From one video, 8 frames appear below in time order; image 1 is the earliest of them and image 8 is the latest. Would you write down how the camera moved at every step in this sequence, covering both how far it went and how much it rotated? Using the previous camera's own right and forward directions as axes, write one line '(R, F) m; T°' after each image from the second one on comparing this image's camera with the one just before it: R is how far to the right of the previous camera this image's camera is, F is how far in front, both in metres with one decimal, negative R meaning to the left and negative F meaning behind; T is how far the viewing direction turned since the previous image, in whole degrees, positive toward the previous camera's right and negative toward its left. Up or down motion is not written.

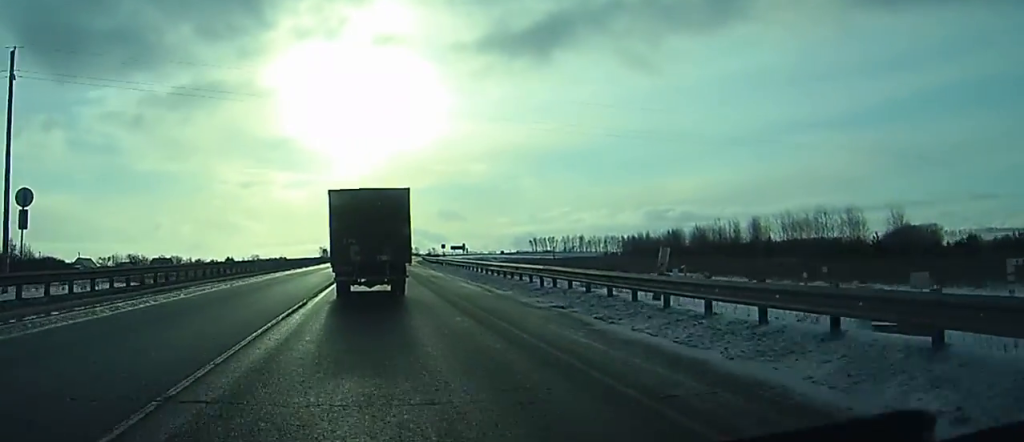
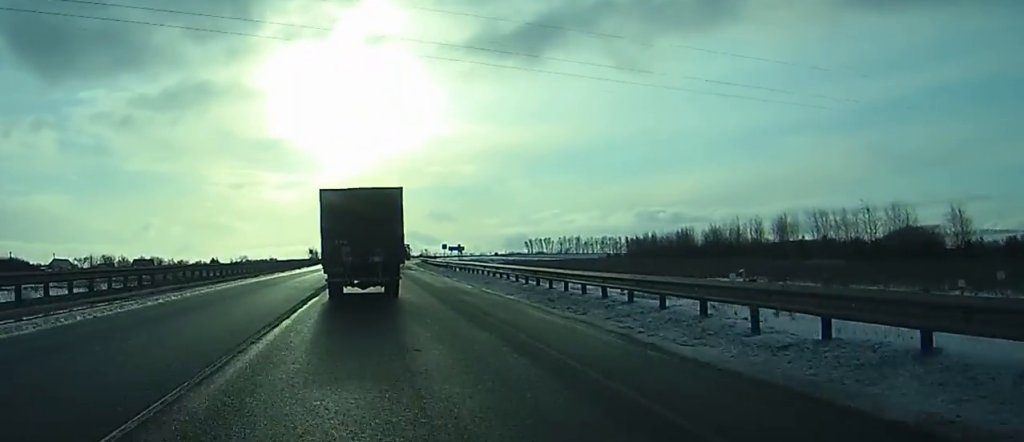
(0.0, +15.6) m; 0°
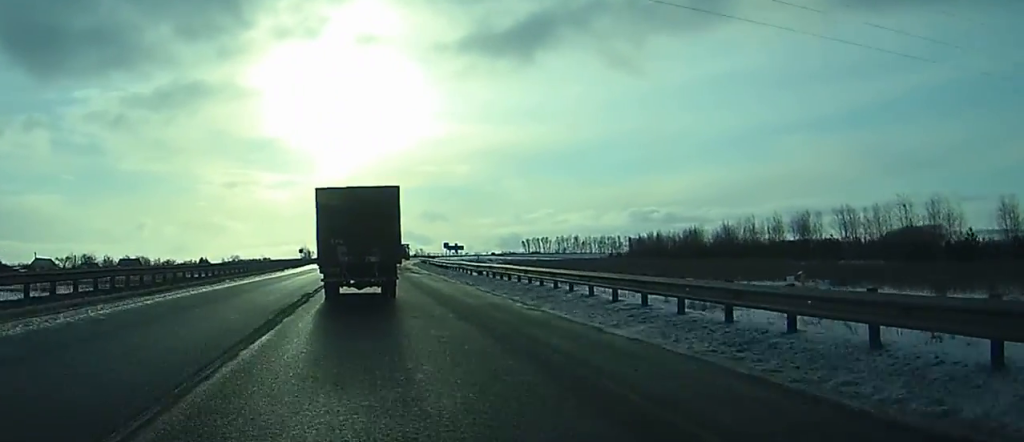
(0.0, +11.0) m; 0°
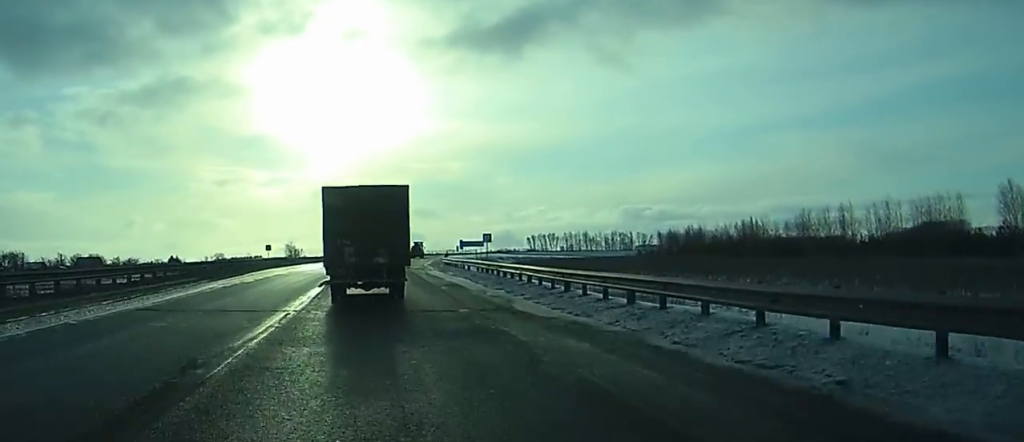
(+0.7, +39.3) m; +2°
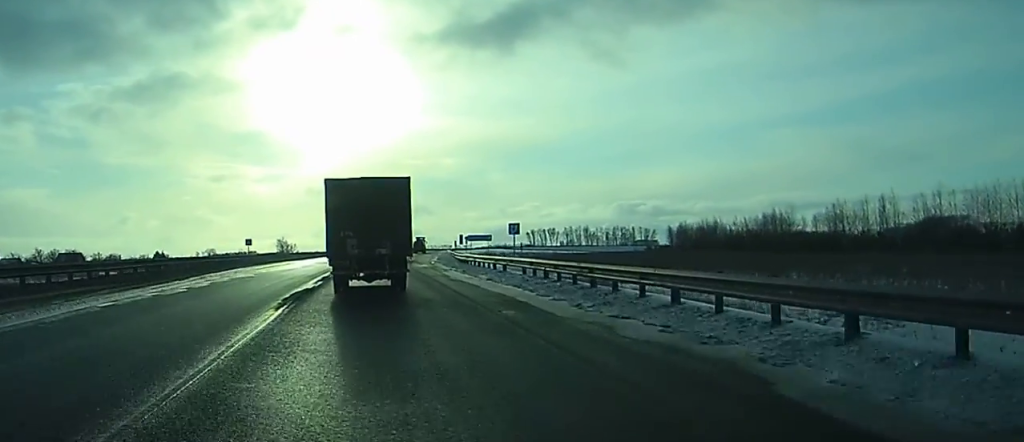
(+0.1, +12.4) m; +1°
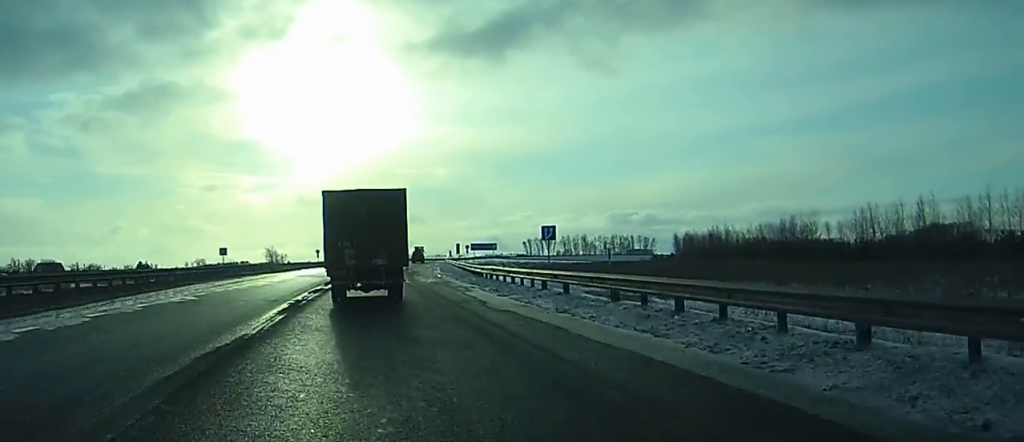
(+0.1, +10.0) m; 0°
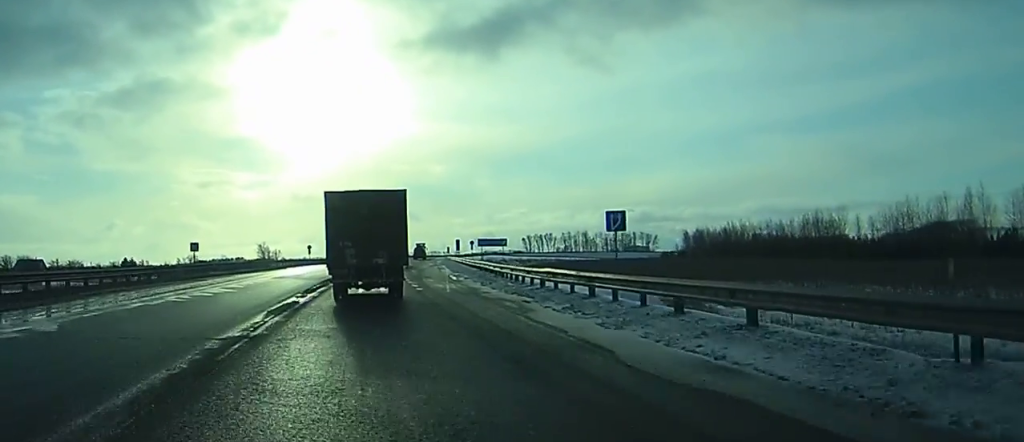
(0.0, +9.9) m; 0°
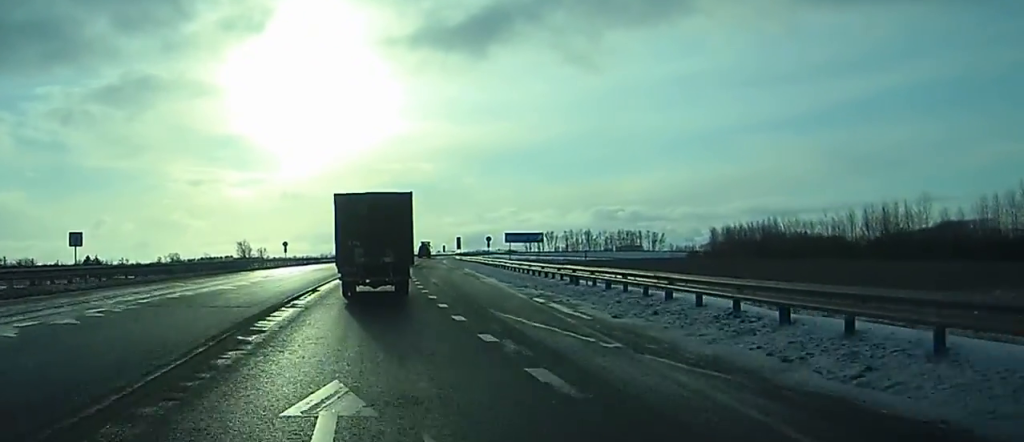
(+0.2, +25.2) m; +1°
